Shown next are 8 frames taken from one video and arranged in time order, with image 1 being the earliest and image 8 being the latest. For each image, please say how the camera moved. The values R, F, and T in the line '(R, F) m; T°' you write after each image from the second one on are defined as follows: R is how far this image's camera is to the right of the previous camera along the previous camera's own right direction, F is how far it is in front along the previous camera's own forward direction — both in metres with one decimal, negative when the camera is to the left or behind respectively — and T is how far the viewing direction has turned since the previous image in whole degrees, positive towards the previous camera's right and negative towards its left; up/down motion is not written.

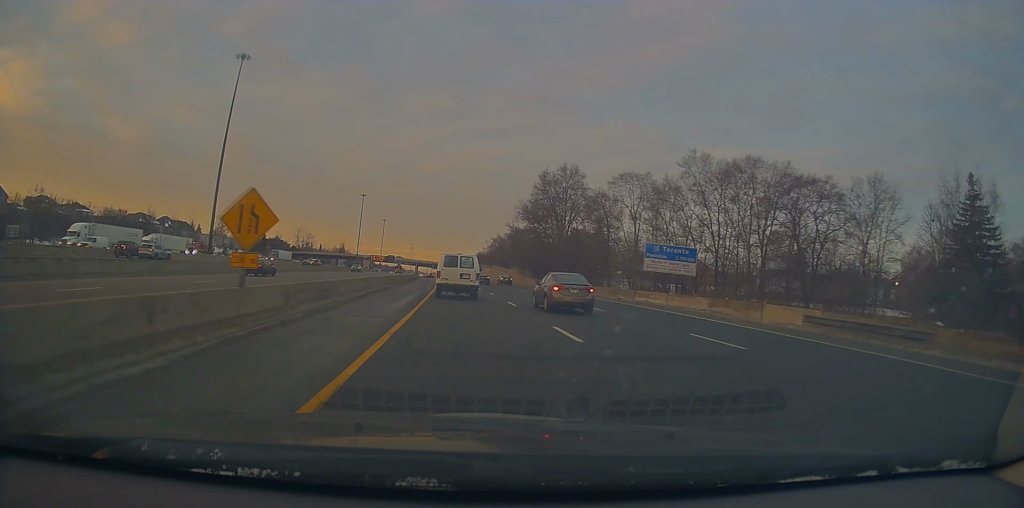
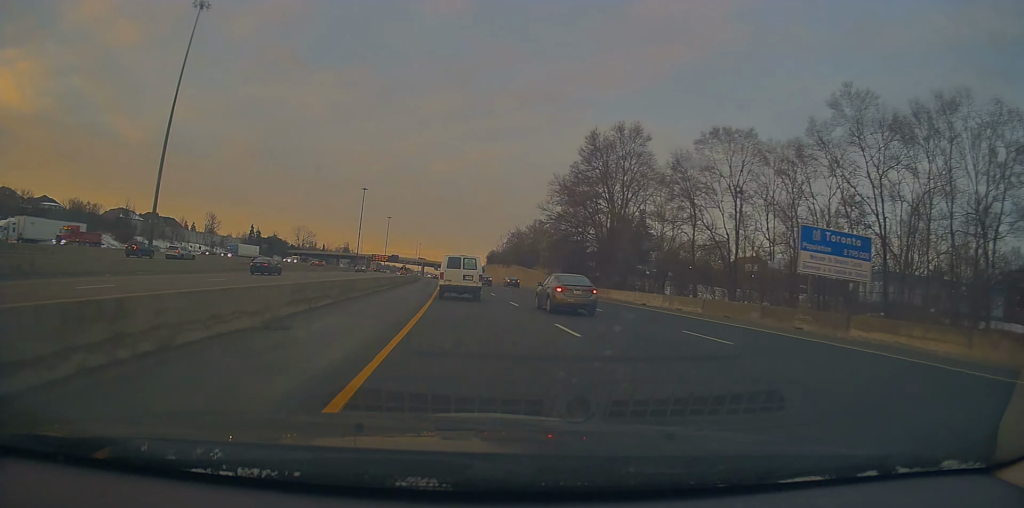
(+0.1, +22.8) m; 0°
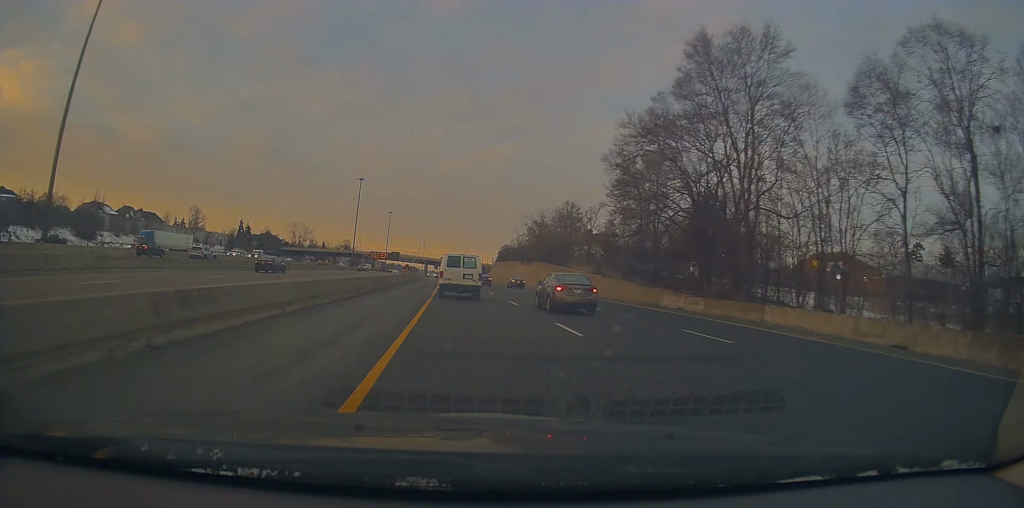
(-0.4, +23.7) m; -1°
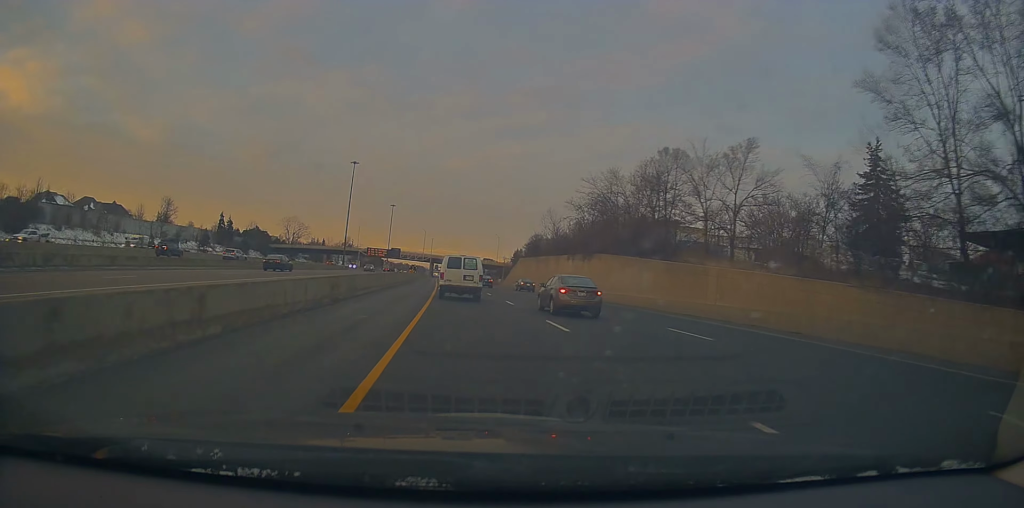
(-0.1, +34.6) m; -1°
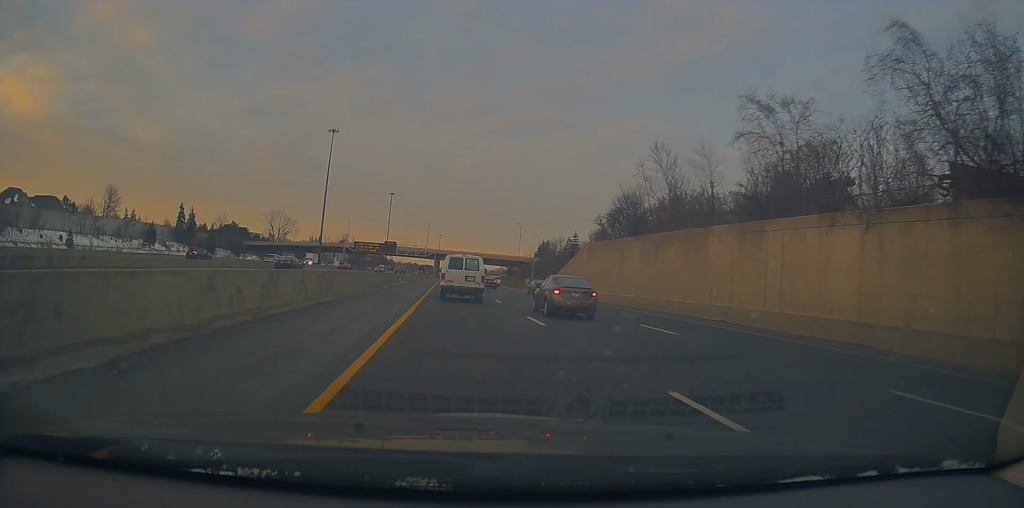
(-0.6, +46.6) m; -1°
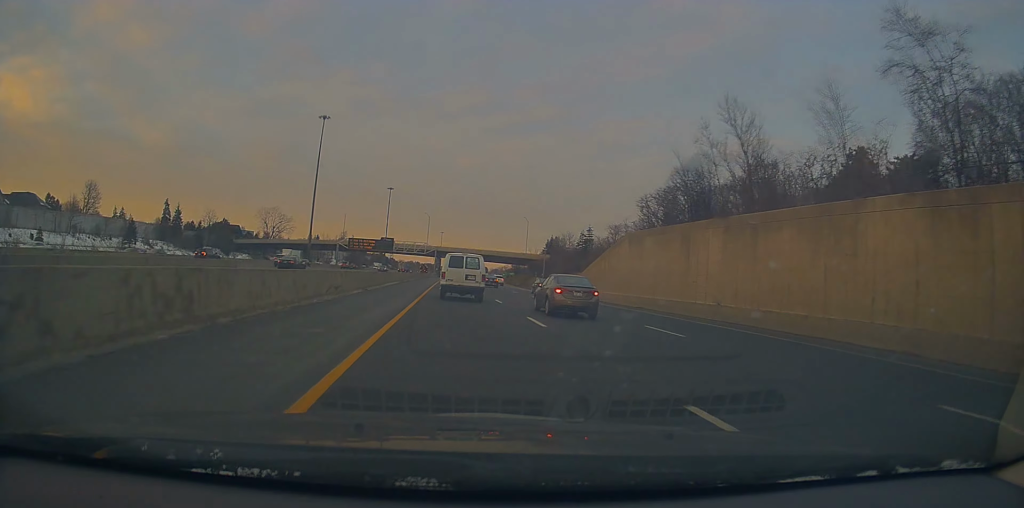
(+0.1, +12.9) m; 0°
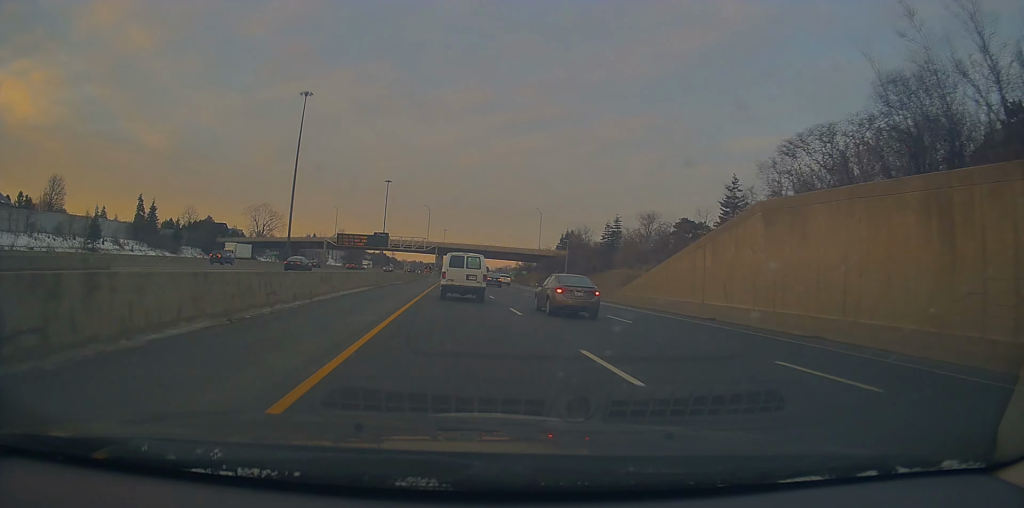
(-0.3, +19.7) m; 0°
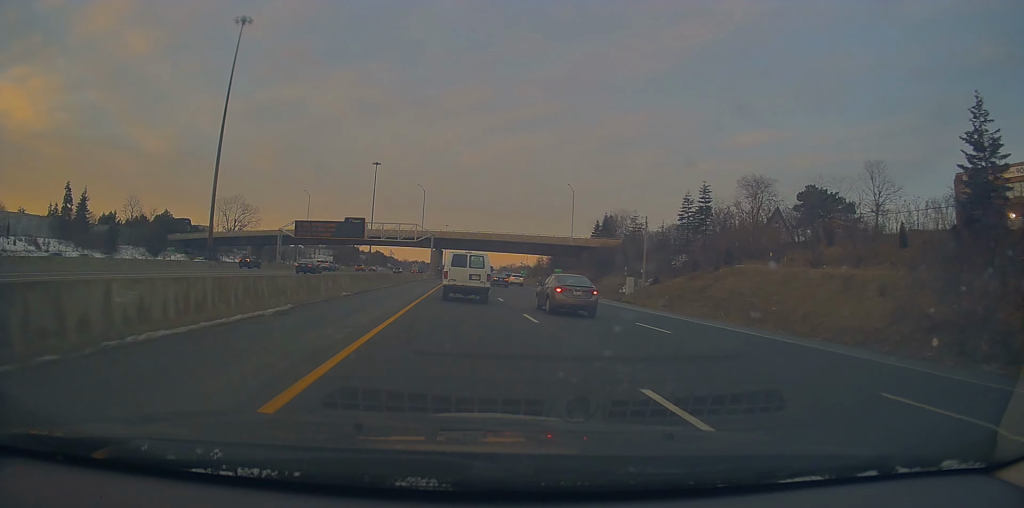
(+0.2, +39.4) m; +1°
